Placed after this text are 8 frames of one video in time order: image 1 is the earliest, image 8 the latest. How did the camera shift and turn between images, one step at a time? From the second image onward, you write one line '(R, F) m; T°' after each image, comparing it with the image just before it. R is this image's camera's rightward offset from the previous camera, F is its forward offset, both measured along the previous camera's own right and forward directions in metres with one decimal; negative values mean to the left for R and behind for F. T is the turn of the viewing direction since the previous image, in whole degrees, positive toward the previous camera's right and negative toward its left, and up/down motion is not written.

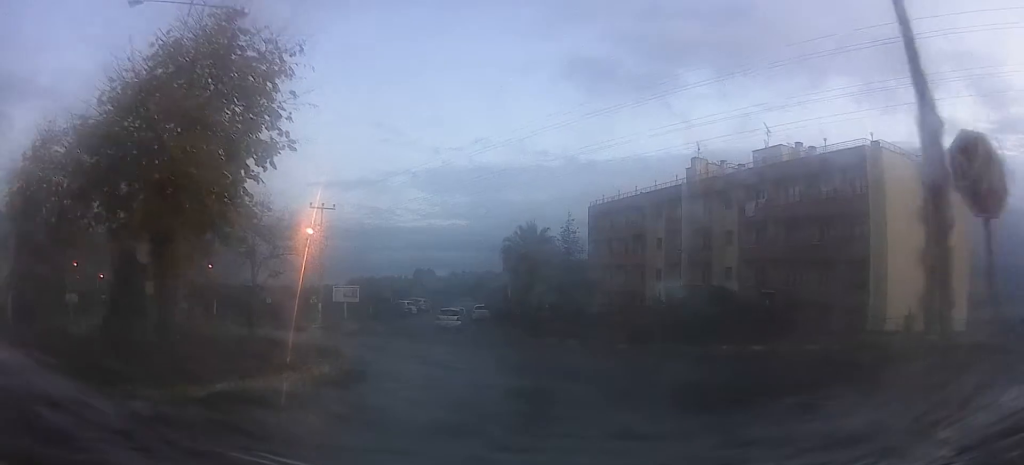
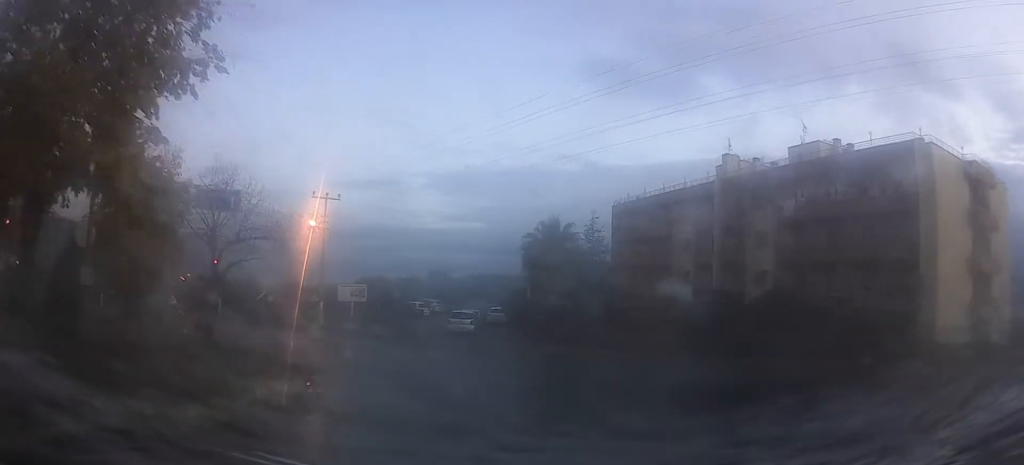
(+0.4, +4.1) m; 0°
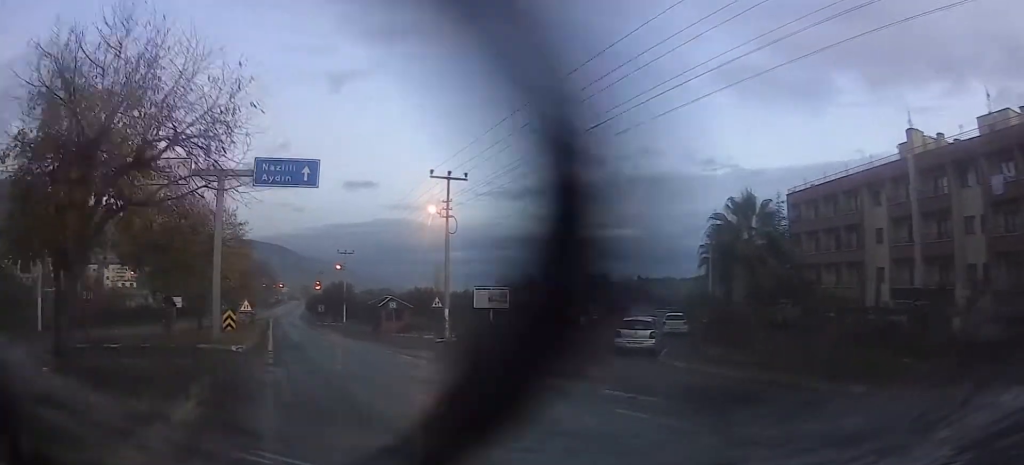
(-1.6, +8.8) m; -17°
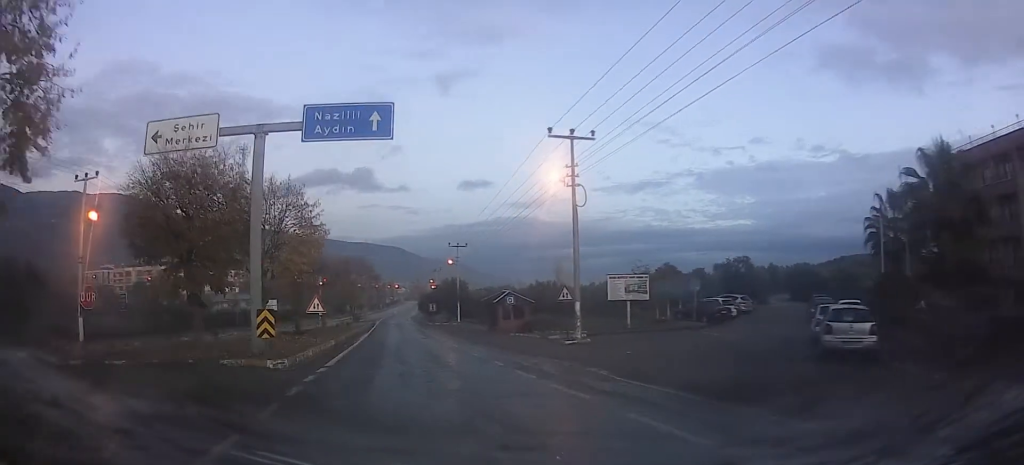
(-0.5, +5.9) m; -5°
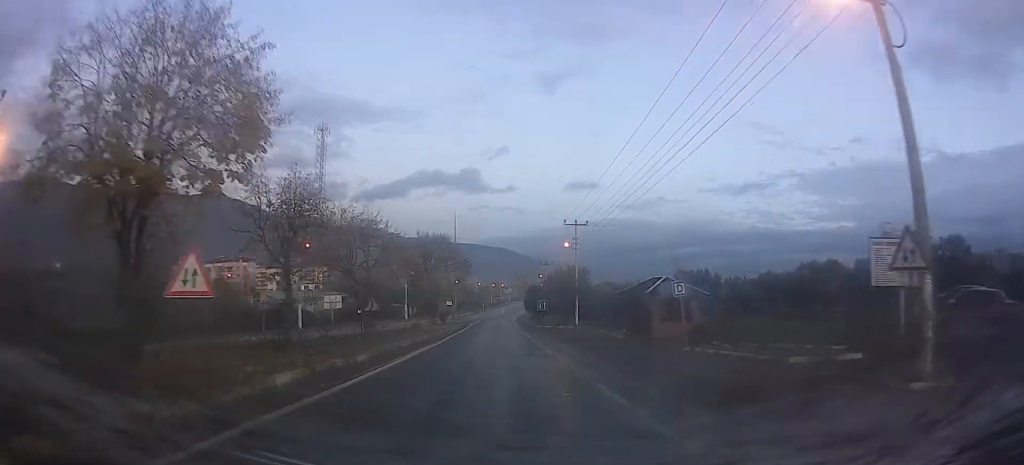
(0.0, +13.7) m; -1°
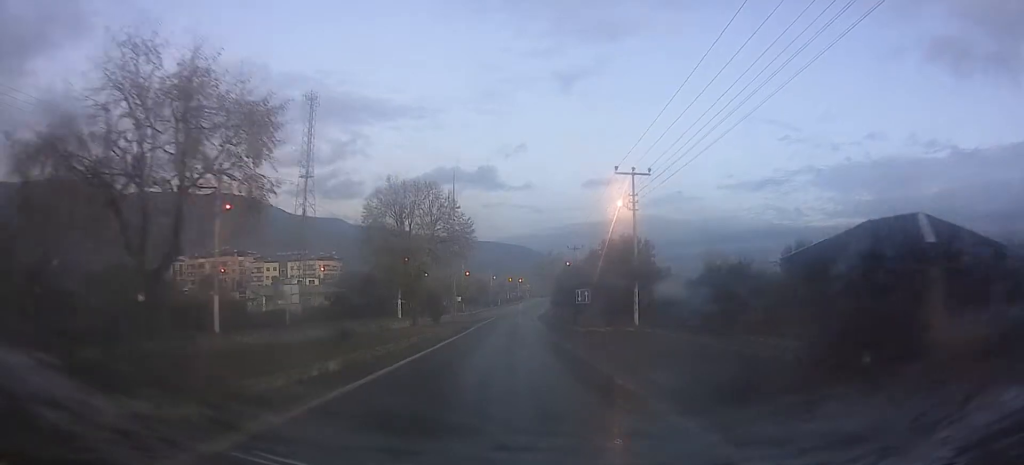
(-0.4, +13.4) m; -9°
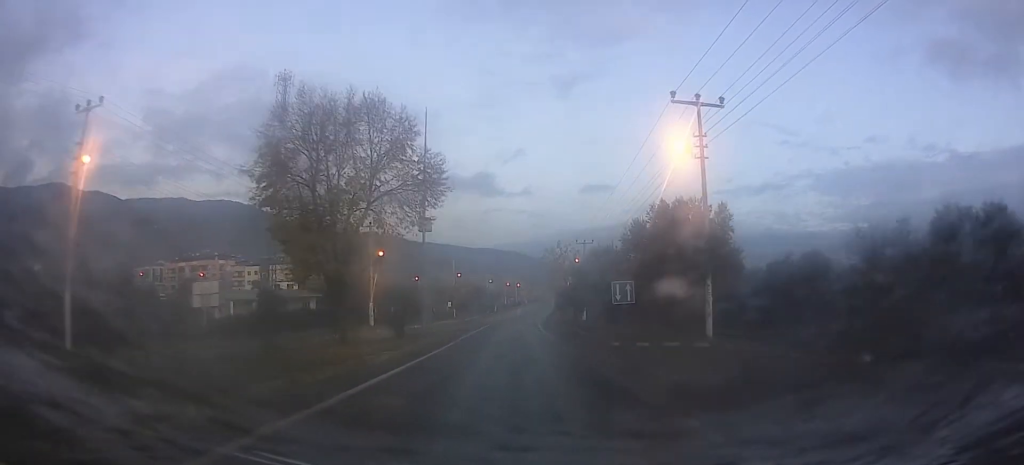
(-1.0, +11.6) m; -5°
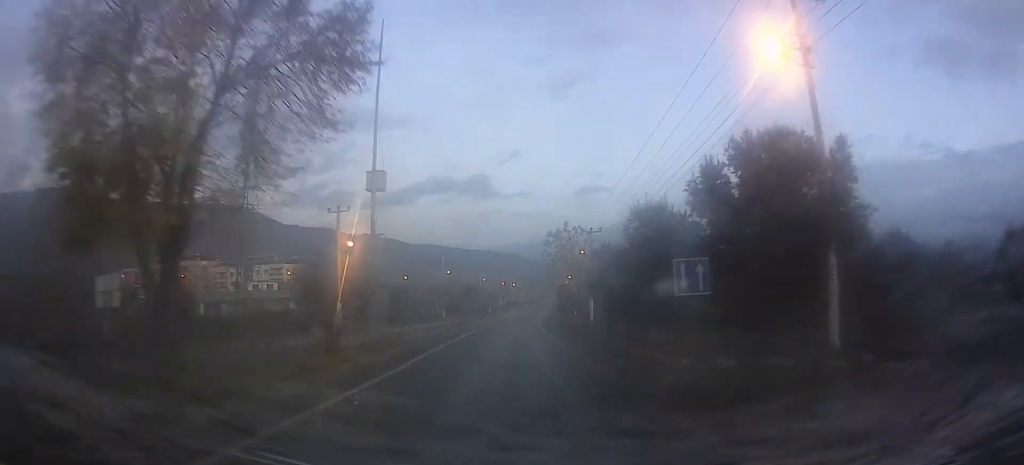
(-0.1, +8.9) m; -1°
